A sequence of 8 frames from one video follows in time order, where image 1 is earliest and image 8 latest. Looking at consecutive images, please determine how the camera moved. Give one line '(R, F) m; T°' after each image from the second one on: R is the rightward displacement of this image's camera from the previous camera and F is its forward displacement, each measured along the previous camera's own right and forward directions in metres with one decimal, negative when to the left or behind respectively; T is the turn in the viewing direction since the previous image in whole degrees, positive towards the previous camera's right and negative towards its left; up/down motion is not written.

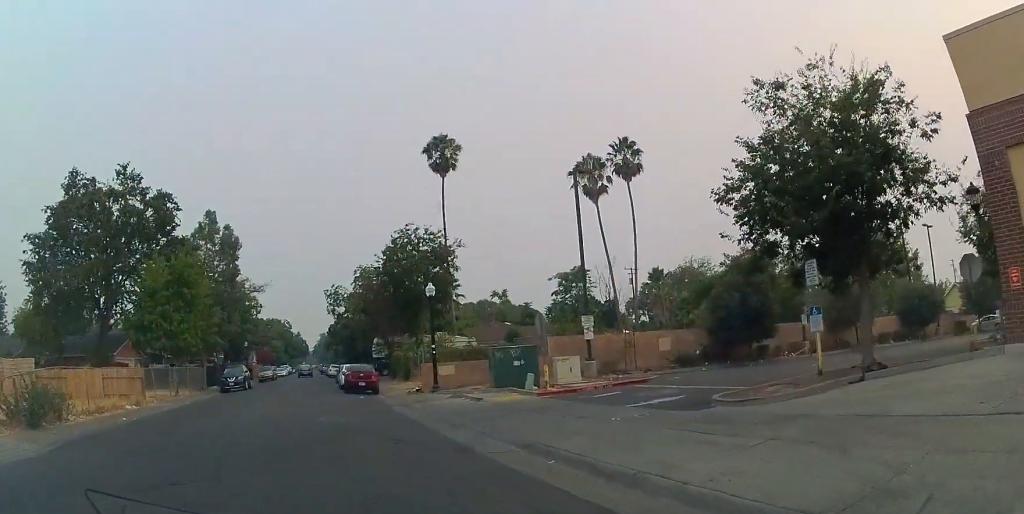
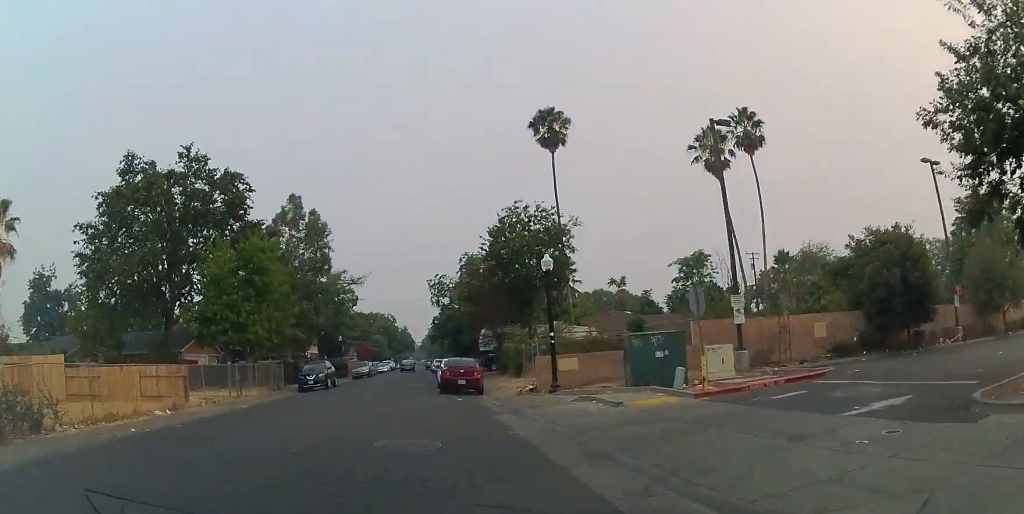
(-0.5, +4.9) m; -7°
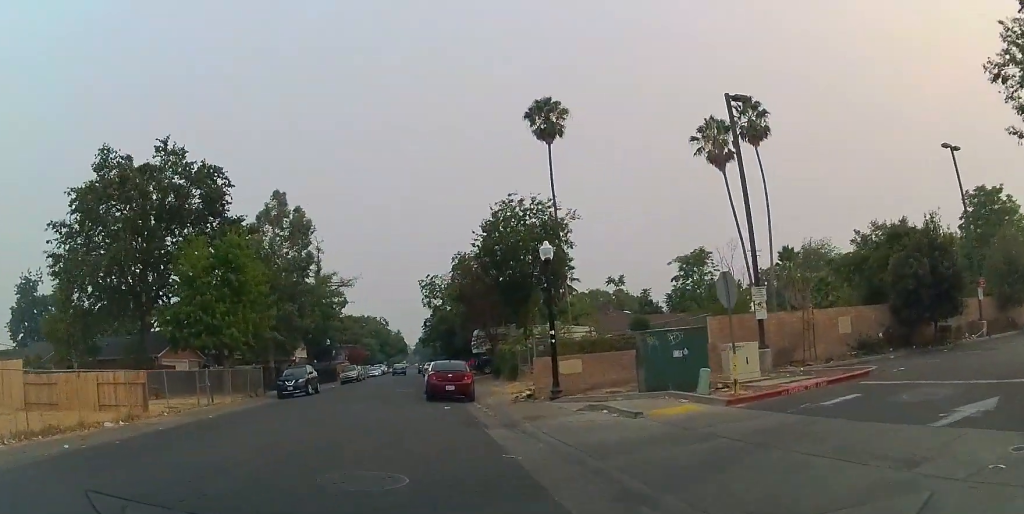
(-0.1, +3.1) m; +2°
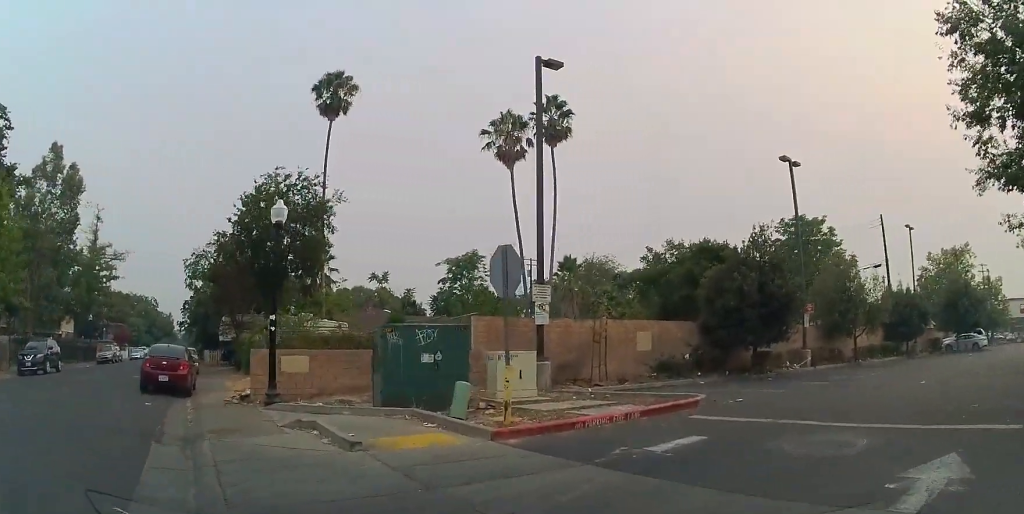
(+1.2, +5.7) m; +29°
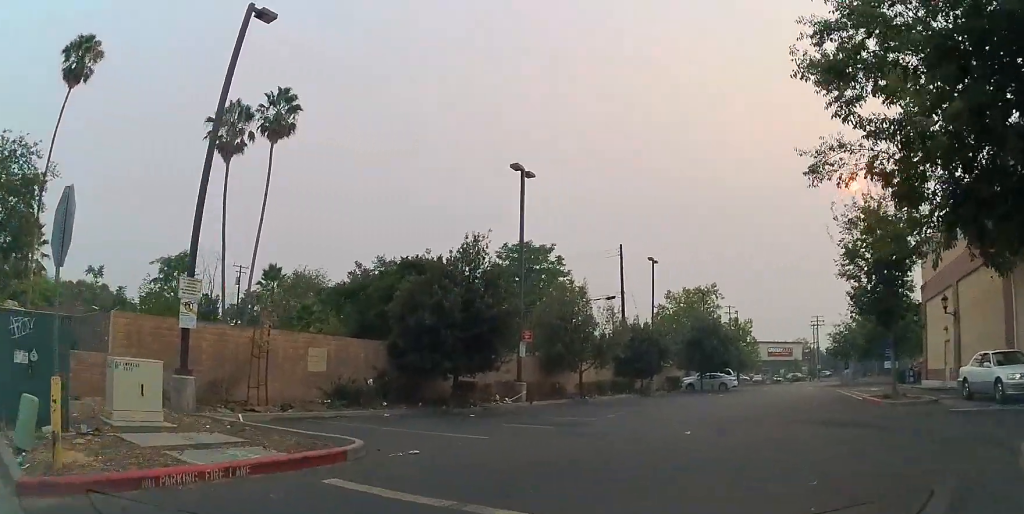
(+0.8, +3.7) m; +21°
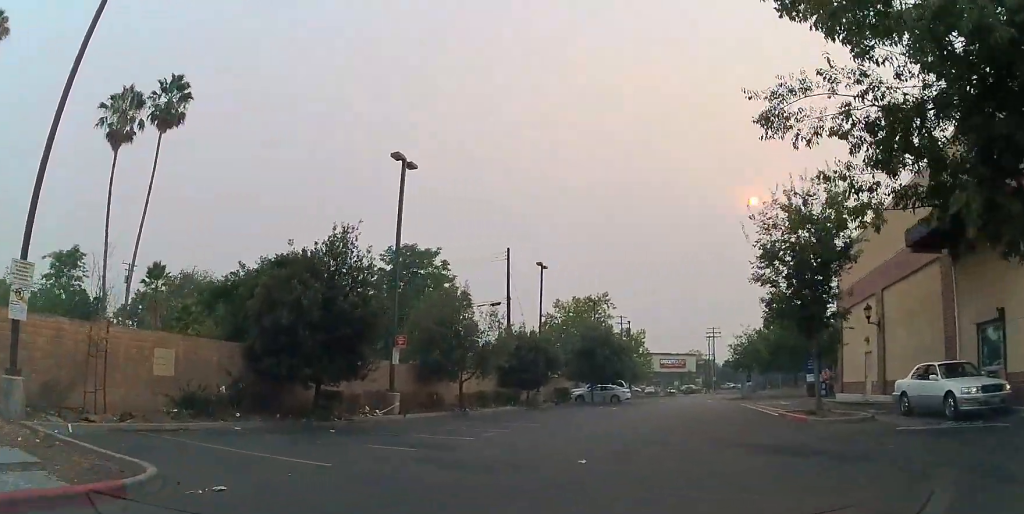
(+0.1, +2.1) m; +3°
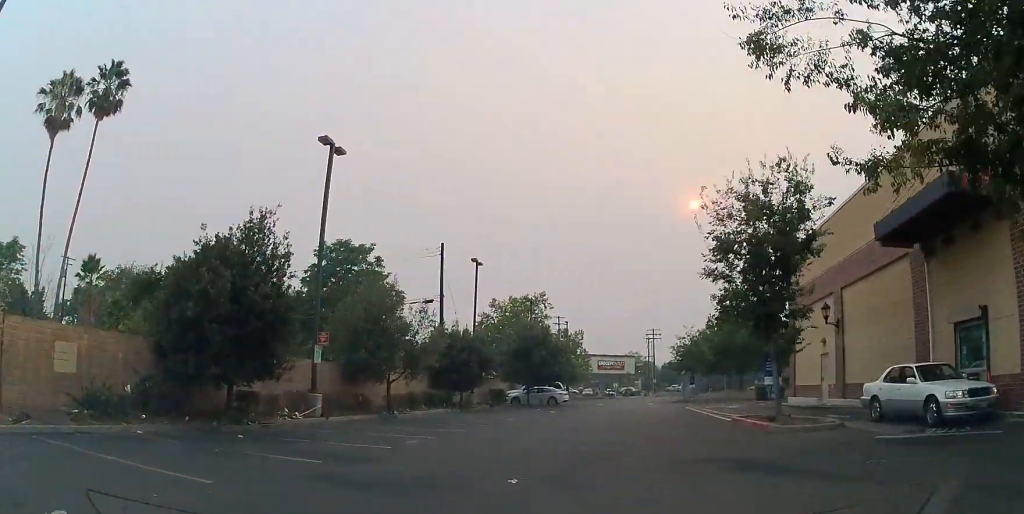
(0.0, +1.4) m; +3°
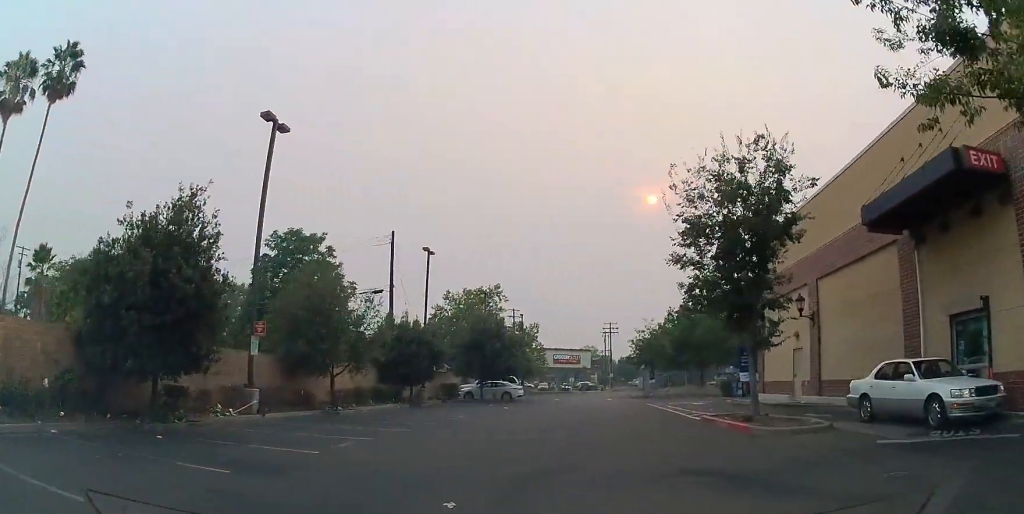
(-0.1, +1.4) m; +4°
